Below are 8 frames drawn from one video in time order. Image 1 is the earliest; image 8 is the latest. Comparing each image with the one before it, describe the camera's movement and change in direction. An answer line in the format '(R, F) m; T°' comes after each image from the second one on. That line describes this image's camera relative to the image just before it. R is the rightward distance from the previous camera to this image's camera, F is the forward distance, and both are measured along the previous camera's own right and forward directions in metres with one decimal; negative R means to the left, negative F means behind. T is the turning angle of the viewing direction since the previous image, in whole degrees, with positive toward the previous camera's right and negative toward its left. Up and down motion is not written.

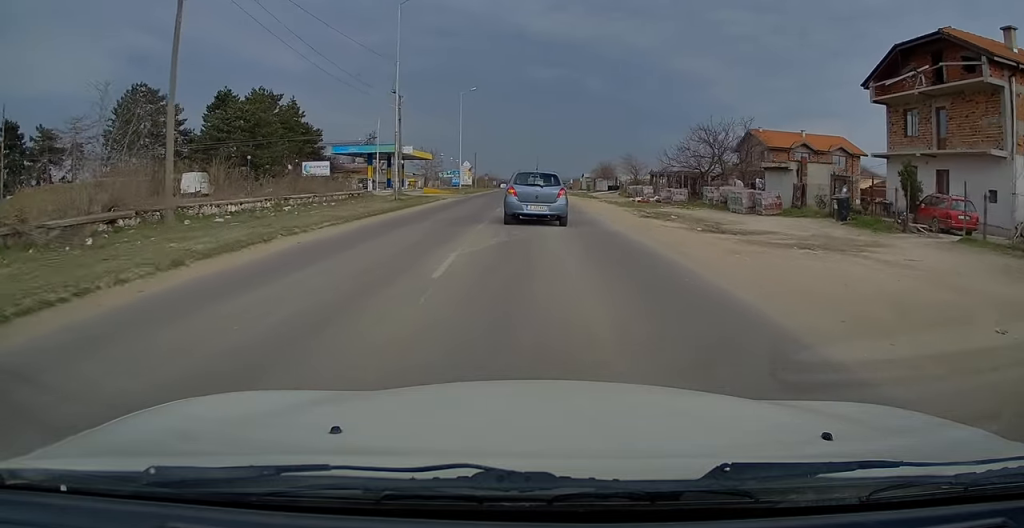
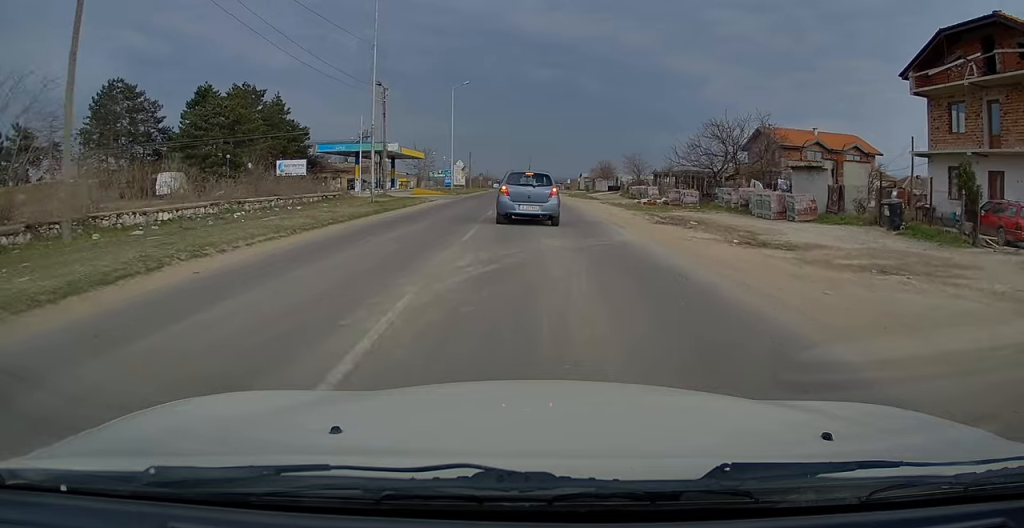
(-0.1, +4.2) m; 0°
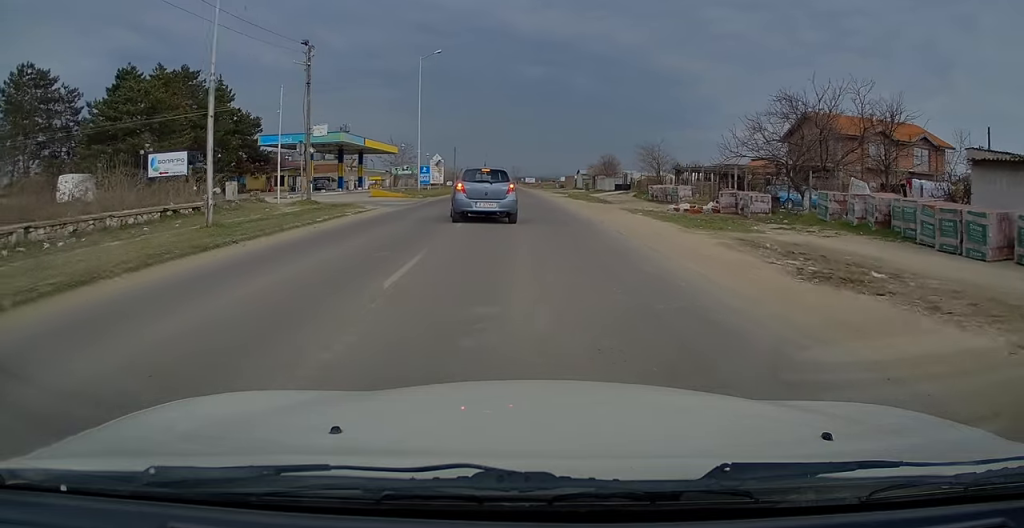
(+0.3, +14.5) m; +1°
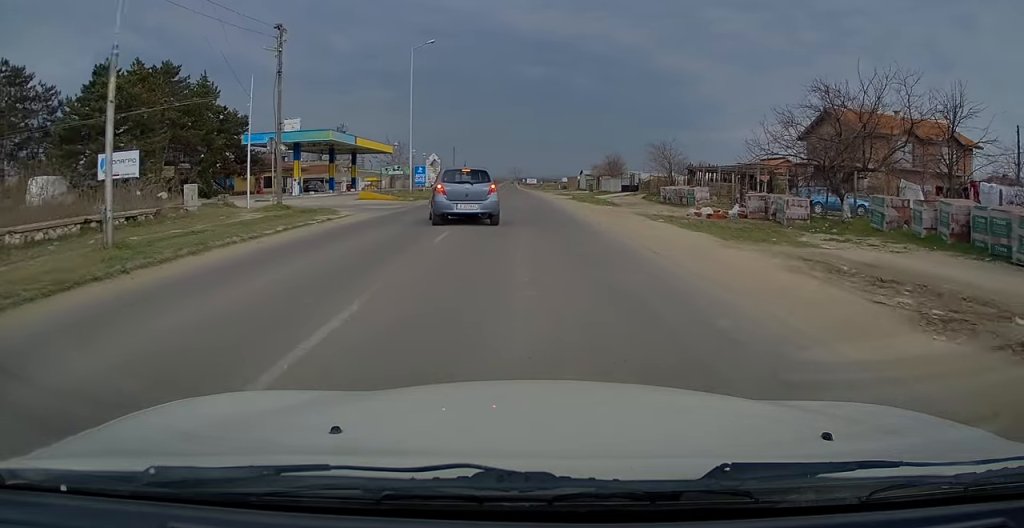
(-0.1, +4.0) m; 0°
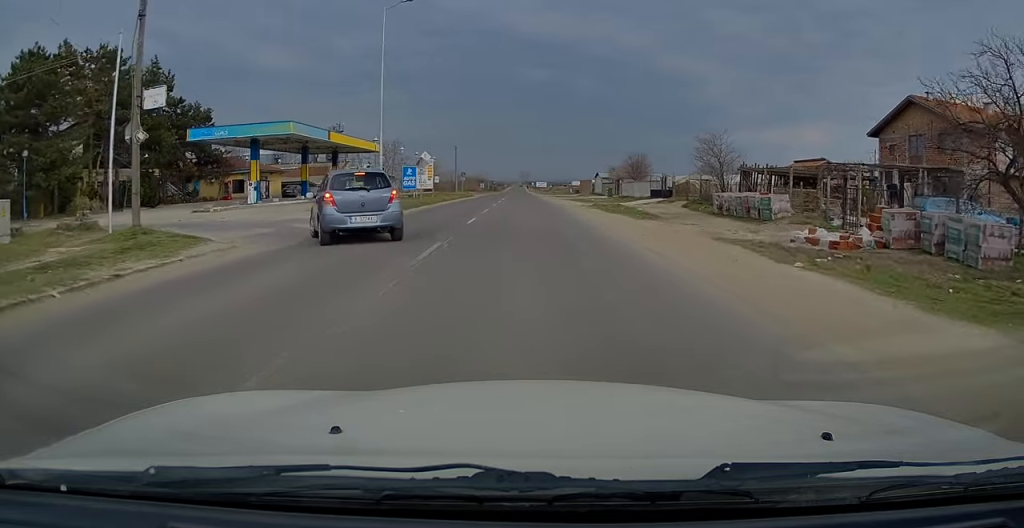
(+0.1, +11.4) m; 0°
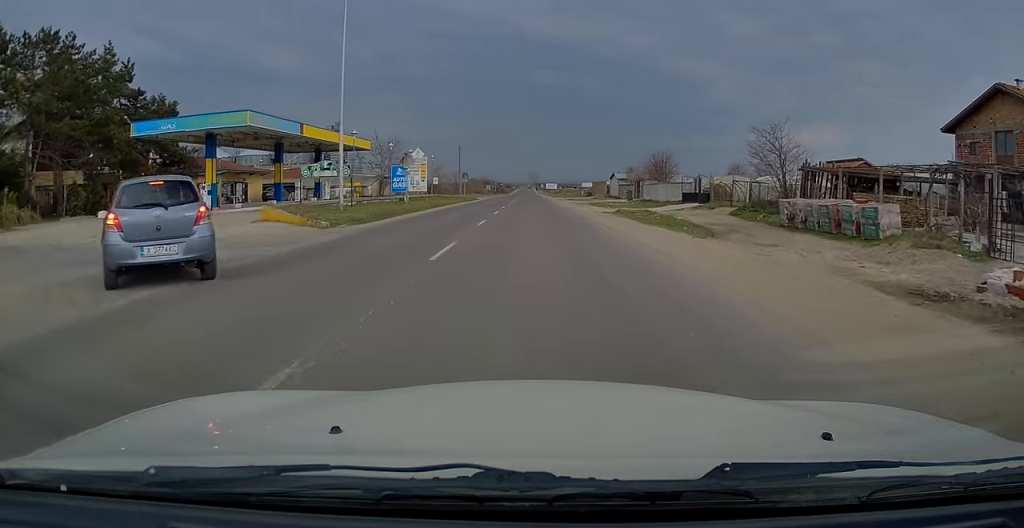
(-0.1, +8.4) m; -1°
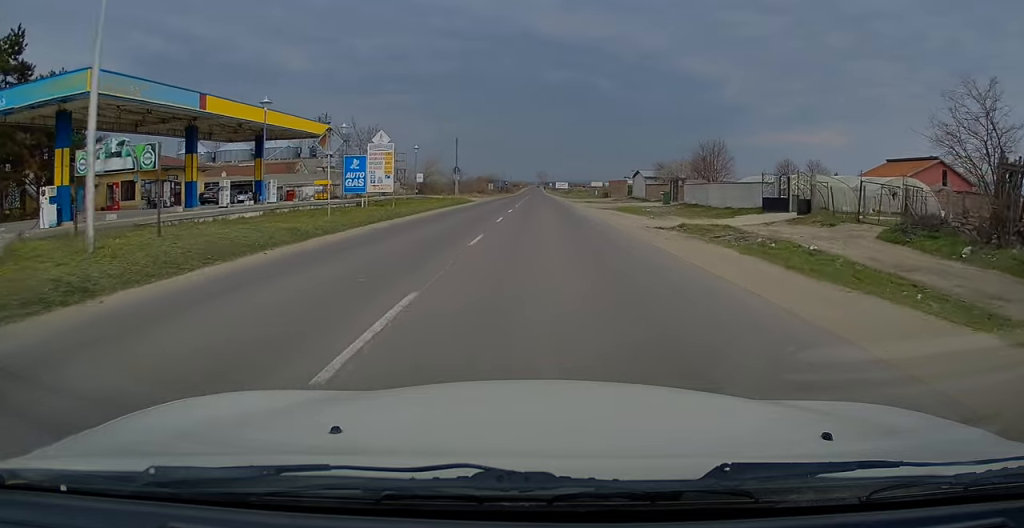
(-0.2, +14.8) m; -1°
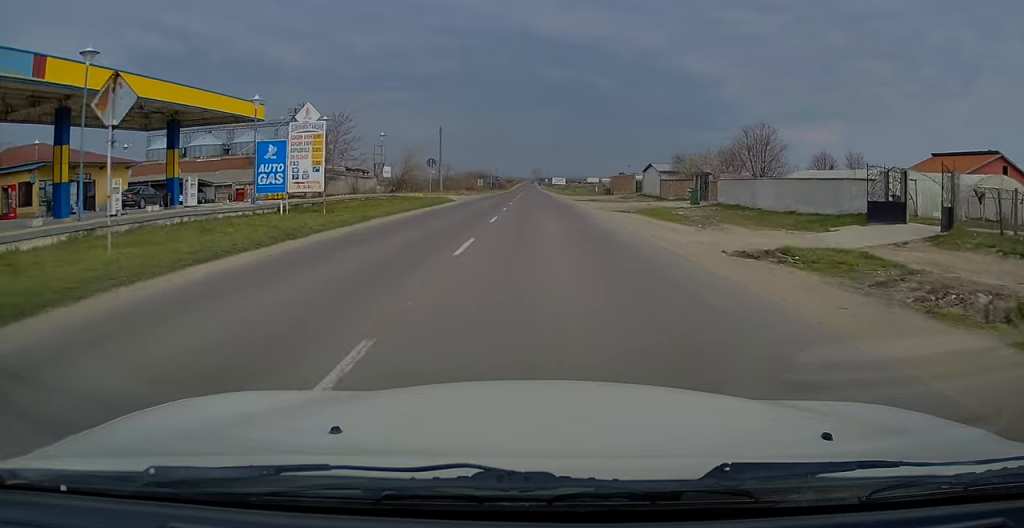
(0.0, +10.9) m; 0°
